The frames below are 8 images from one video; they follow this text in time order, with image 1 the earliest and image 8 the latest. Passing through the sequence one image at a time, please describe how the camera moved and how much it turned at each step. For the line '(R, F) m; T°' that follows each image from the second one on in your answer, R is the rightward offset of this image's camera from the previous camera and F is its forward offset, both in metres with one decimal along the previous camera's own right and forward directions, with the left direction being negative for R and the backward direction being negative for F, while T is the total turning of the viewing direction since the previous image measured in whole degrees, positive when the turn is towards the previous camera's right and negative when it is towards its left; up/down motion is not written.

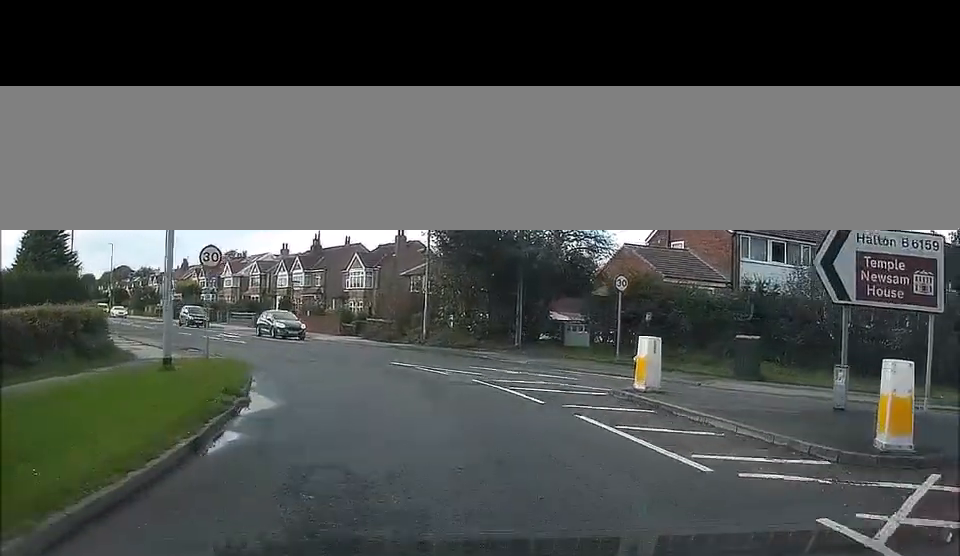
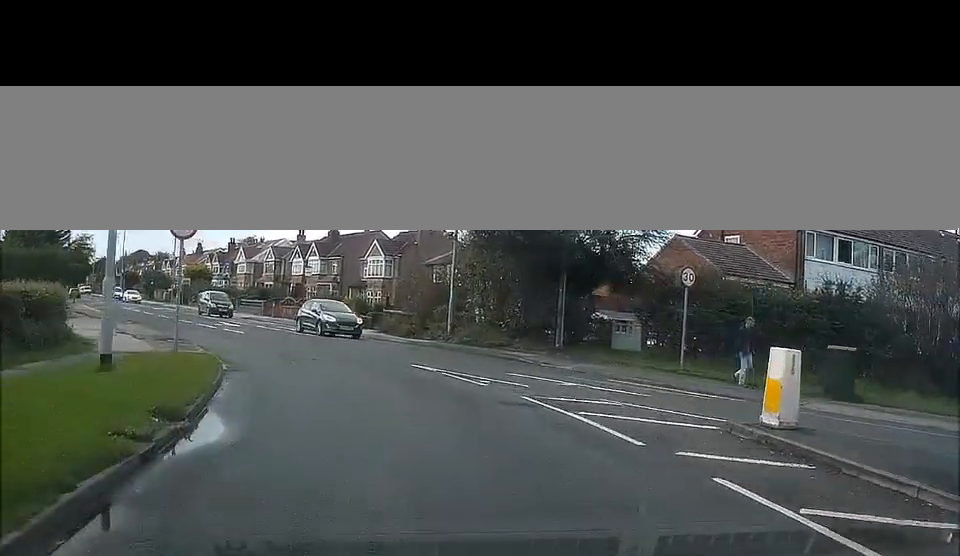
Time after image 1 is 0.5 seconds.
(0.0, +4.6) m; -1°
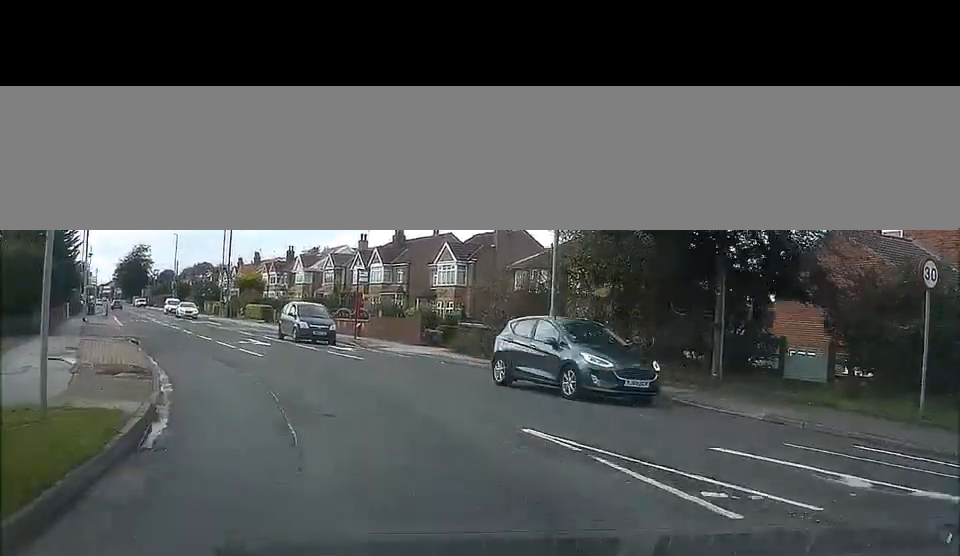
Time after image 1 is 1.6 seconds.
(-0.2, +9.9) m; -4°
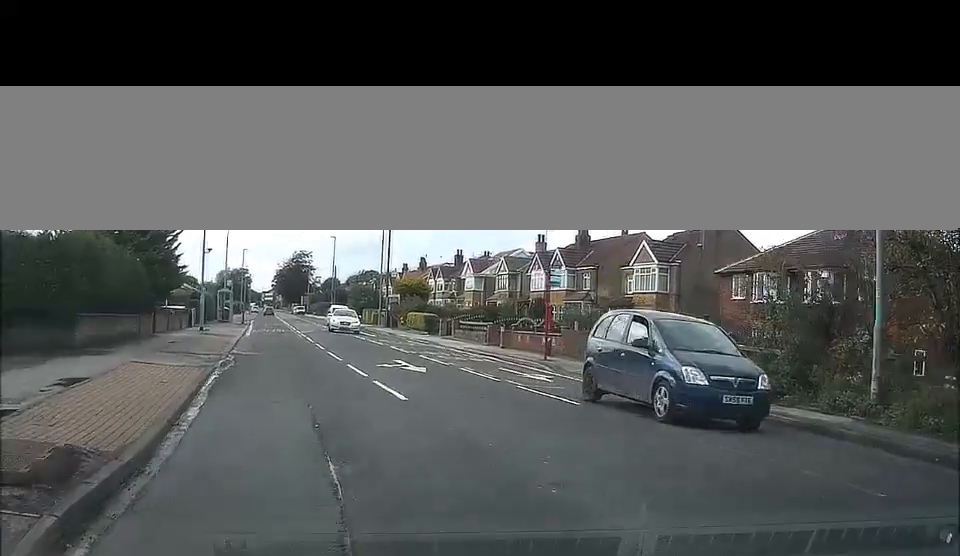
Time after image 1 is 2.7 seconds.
(-0.7, +10.9) m; -10°
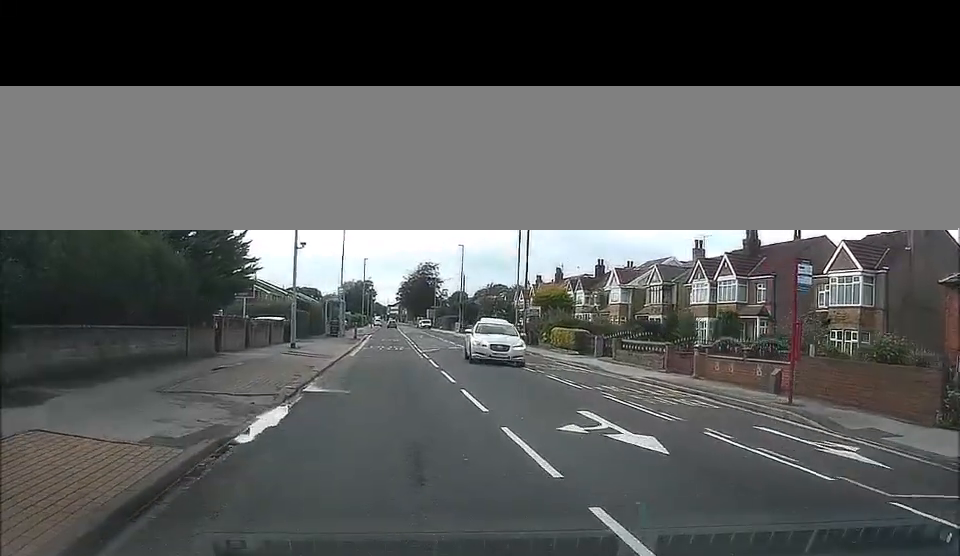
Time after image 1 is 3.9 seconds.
(-0.9, +10.6) m; -7°
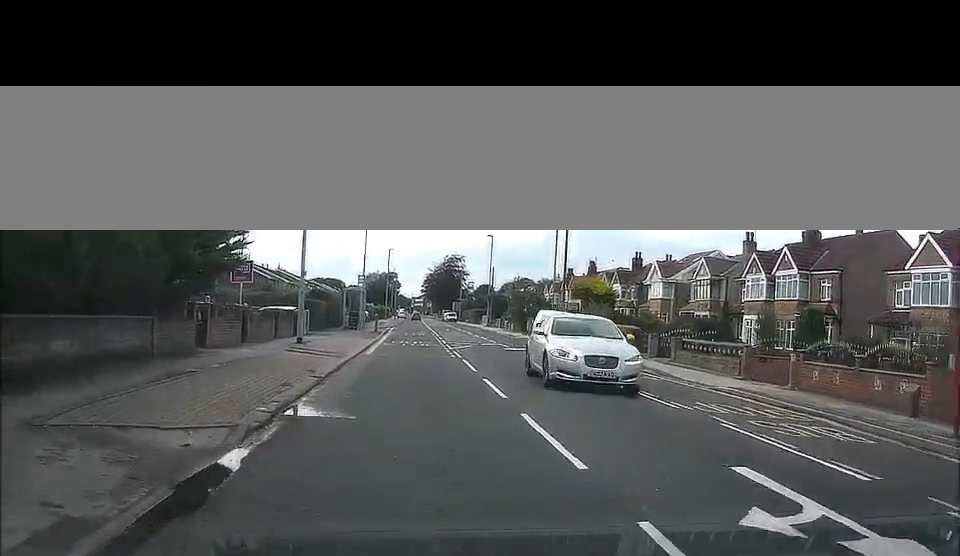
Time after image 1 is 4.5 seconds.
(-0.1, +5.7) m; -2°
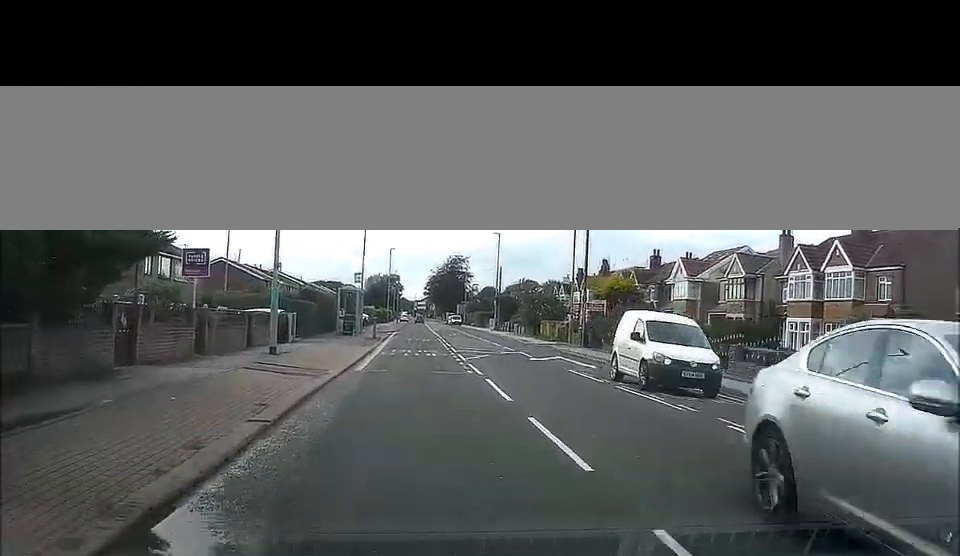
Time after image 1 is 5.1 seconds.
(0.0, +6.5) m; -2°
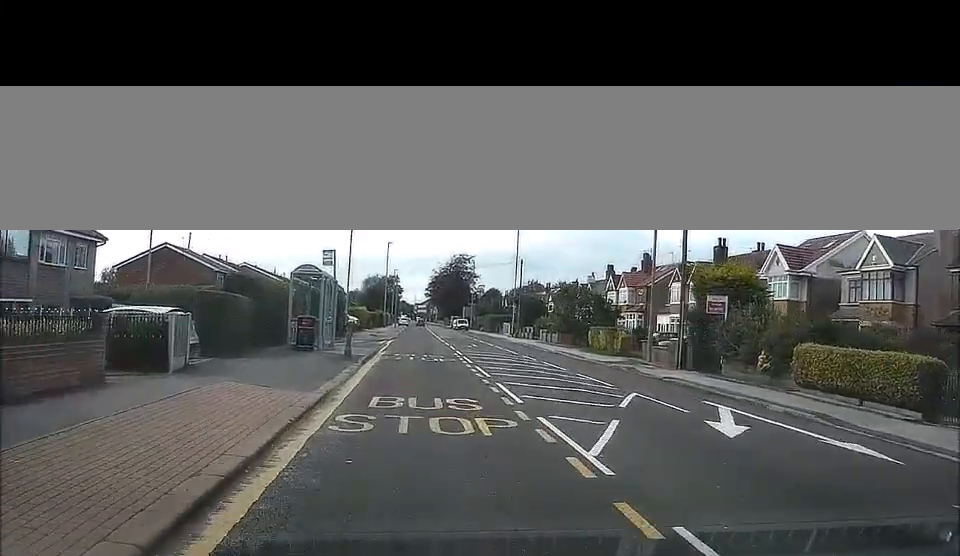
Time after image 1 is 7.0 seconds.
(-0.8, +18.8) m; -3°
